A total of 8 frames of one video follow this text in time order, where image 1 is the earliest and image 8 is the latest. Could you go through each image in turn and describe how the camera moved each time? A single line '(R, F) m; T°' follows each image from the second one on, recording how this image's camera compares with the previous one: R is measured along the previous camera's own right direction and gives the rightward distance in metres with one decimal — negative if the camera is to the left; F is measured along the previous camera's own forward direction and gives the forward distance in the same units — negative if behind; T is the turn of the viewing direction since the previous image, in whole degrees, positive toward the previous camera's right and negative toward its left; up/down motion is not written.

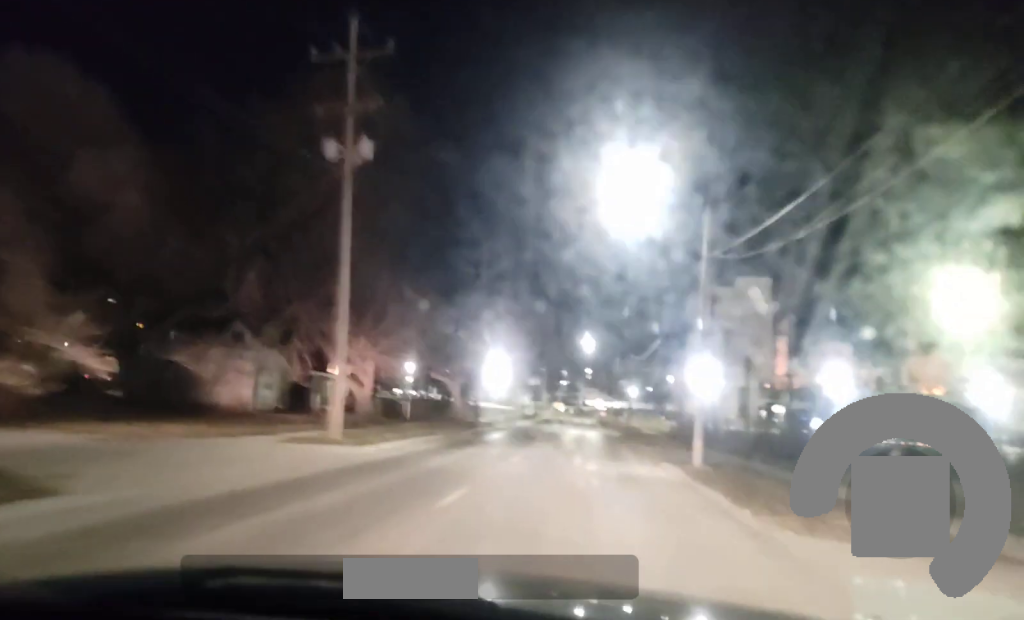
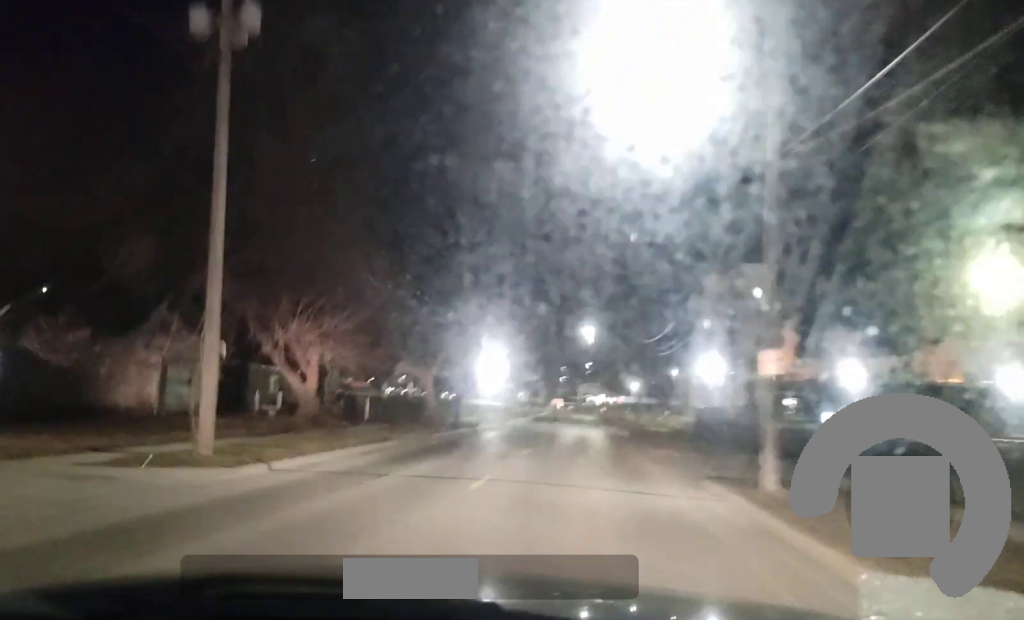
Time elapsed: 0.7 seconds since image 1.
(+0.1, +9.0) m; 0°
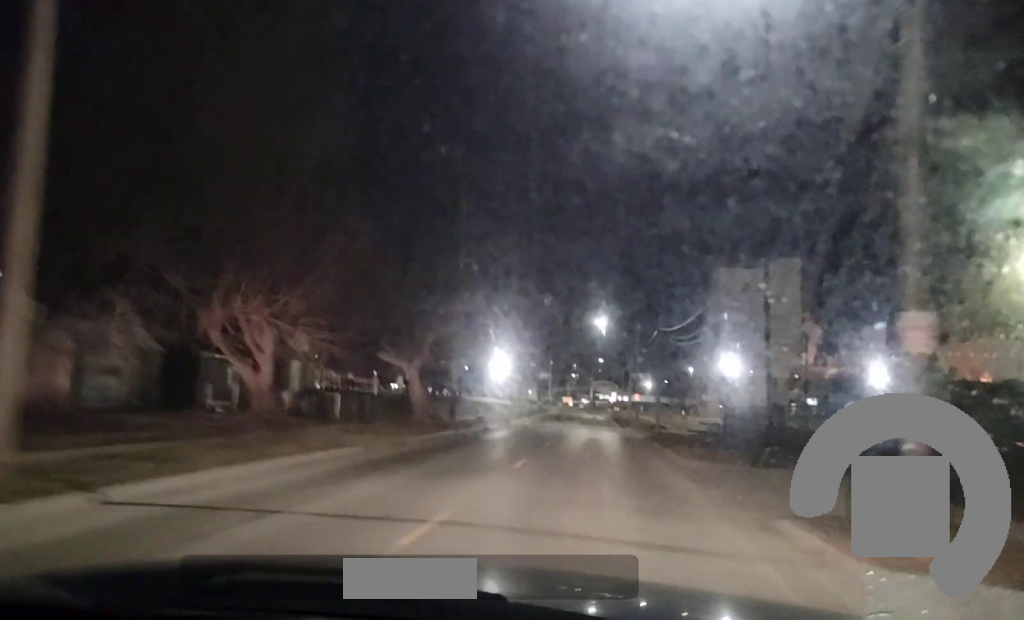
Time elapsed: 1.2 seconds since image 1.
(+0.1, +6.2) m; 0°
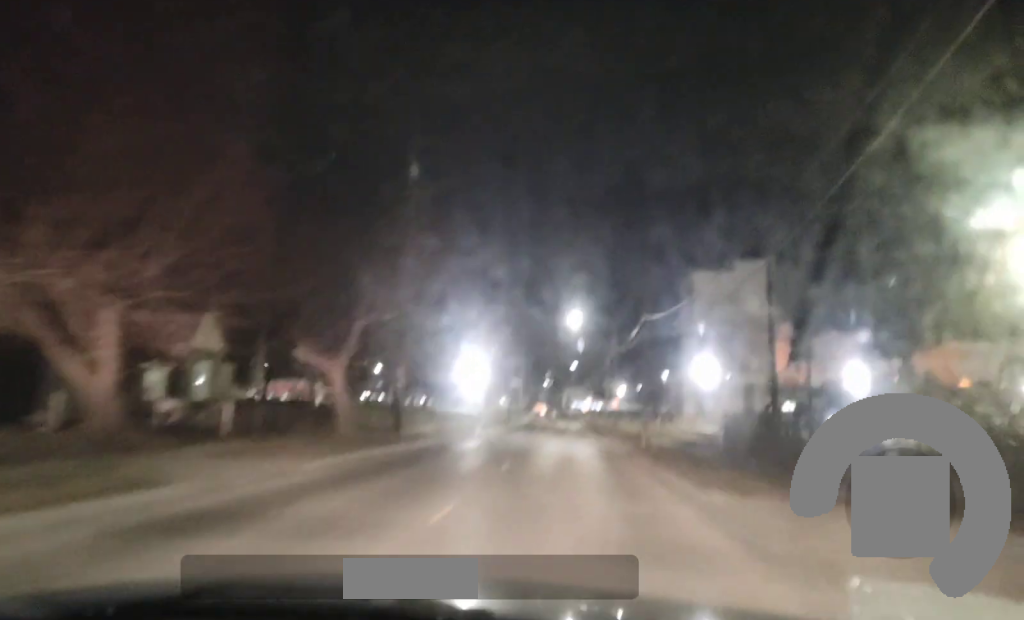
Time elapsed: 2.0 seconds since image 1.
(-0.2, +9.7) m; 0°
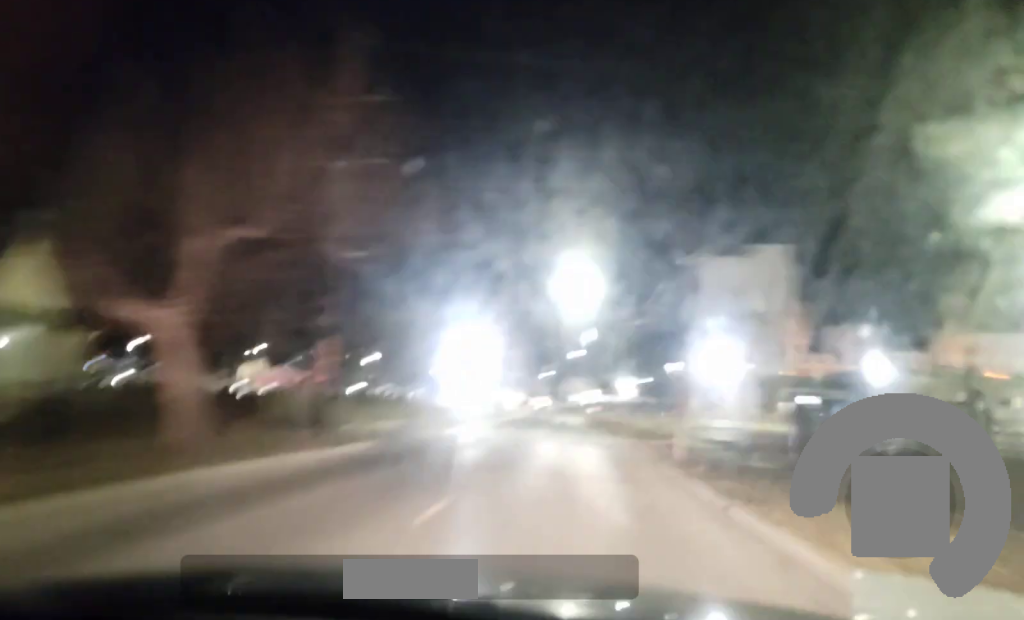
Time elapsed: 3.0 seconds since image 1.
(+0.1, +13.3) m; 0°
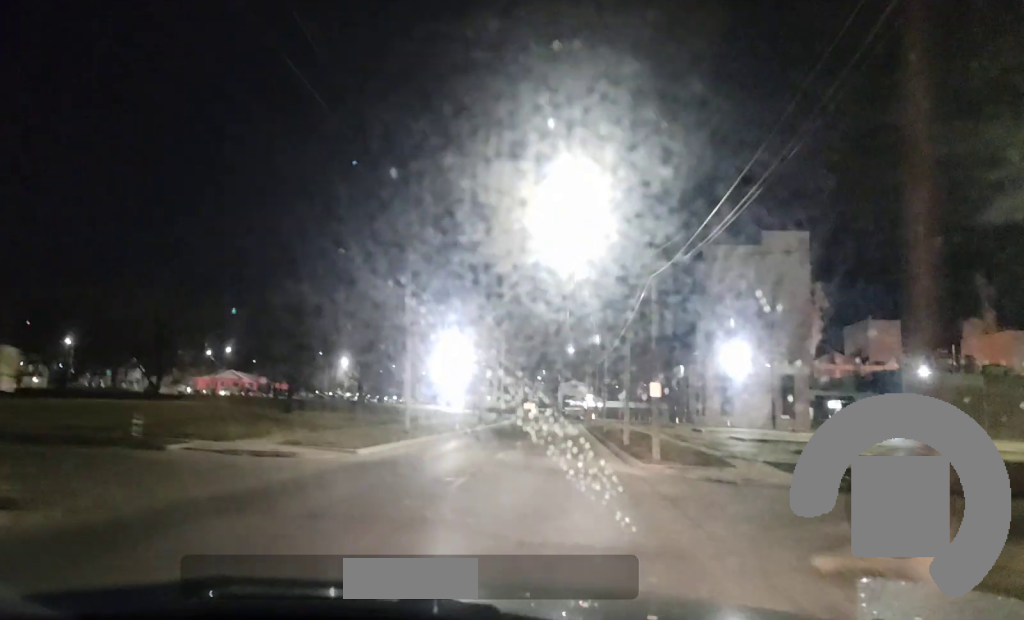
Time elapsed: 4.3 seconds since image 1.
(0.0, +17.7) m; 0°
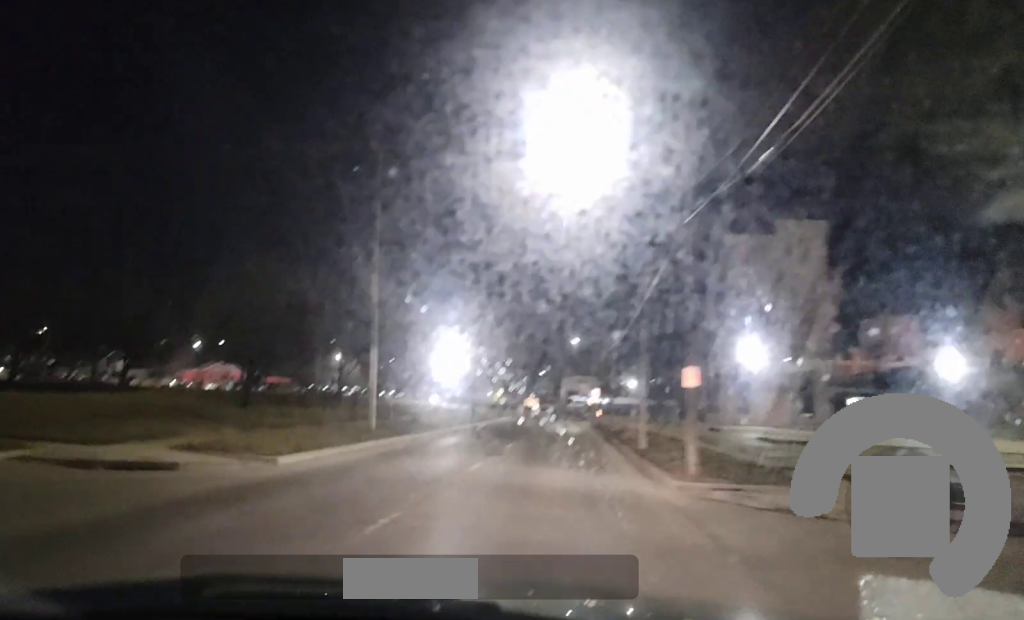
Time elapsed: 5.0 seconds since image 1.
(+0.1, +8.5) m; 0°
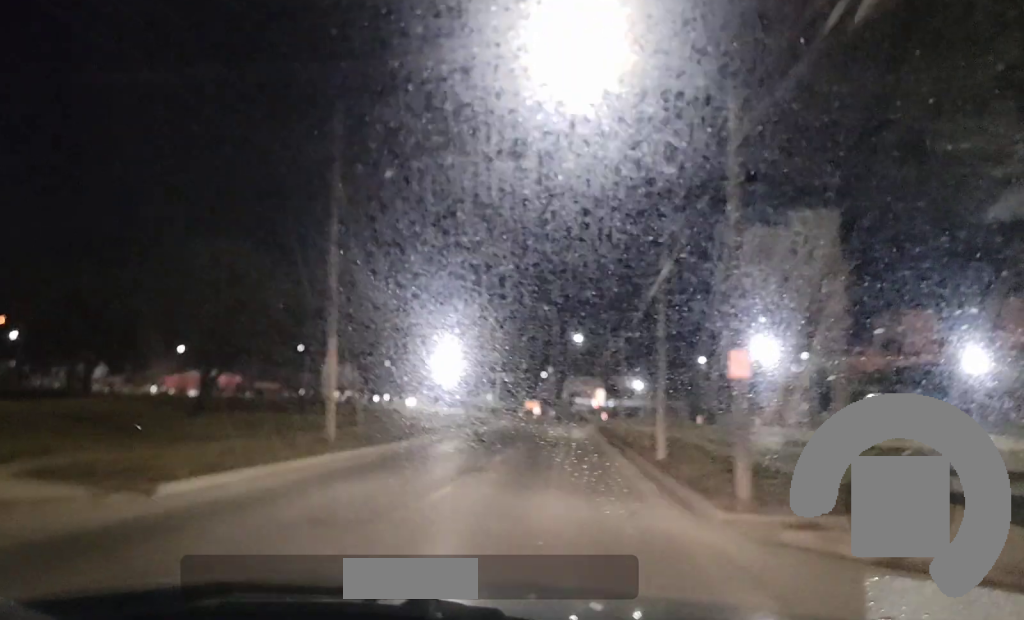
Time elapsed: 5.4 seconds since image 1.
(0.0, +5.7) m; 0°
